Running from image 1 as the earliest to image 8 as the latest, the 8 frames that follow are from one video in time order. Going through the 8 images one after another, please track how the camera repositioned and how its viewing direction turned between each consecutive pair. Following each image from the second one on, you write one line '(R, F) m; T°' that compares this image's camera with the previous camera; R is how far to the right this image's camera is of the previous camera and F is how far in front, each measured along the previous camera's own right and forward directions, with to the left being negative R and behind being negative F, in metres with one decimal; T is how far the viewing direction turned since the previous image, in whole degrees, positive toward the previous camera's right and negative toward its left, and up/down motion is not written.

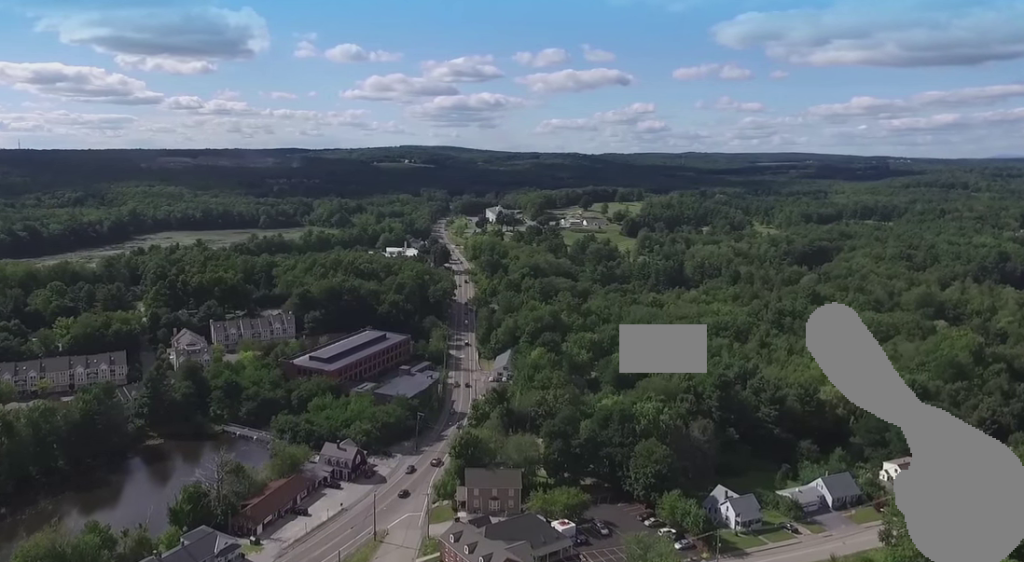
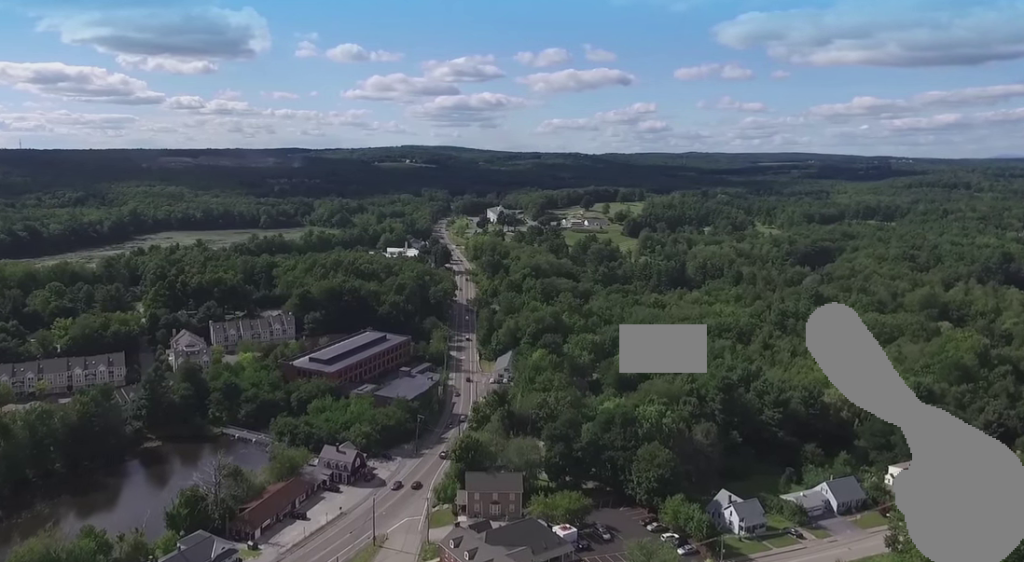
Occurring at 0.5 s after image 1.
(0.0, +2.1) m; 0°
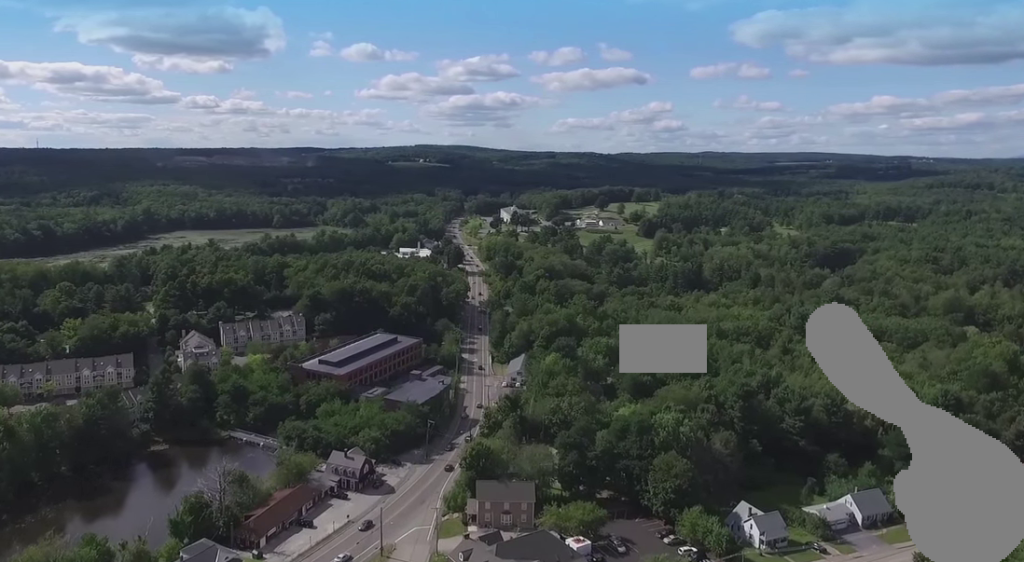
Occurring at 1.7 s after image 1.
(0.0, +5.0) m; -1°
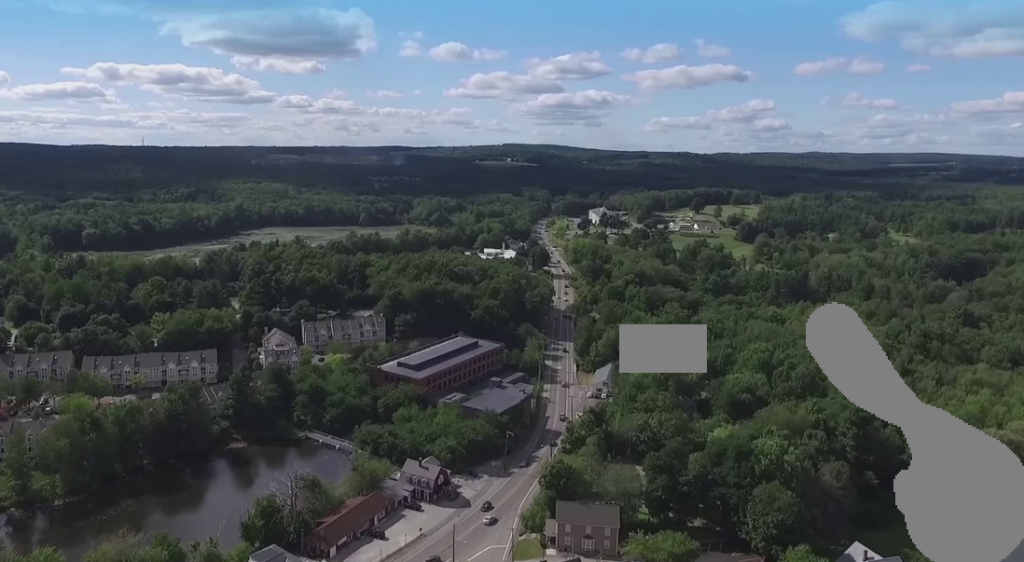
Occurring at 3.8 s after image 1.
(-0.4, +7.8) m; -9°
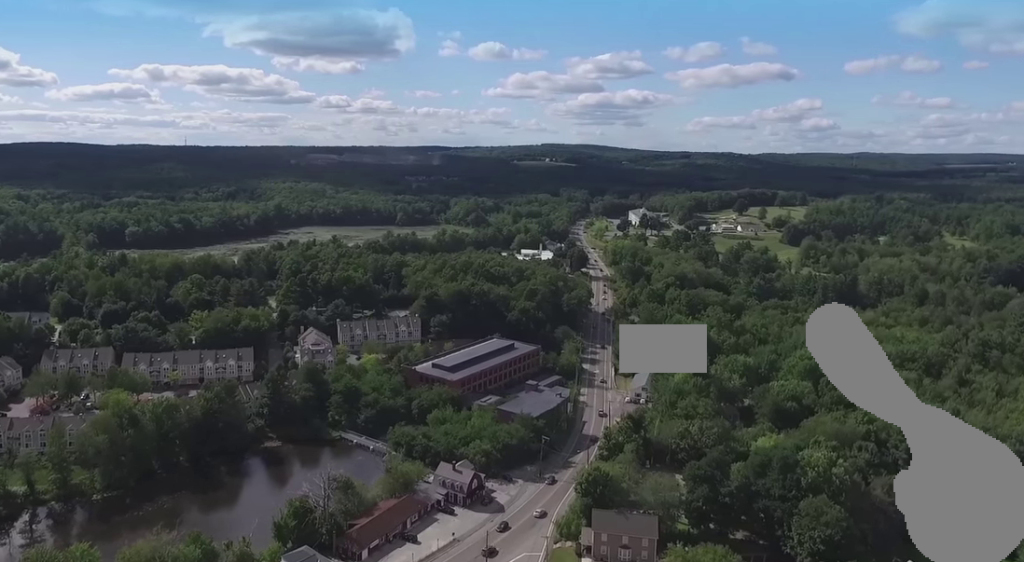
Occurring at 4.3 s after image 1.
(-0.1, +2.1) m; -3°
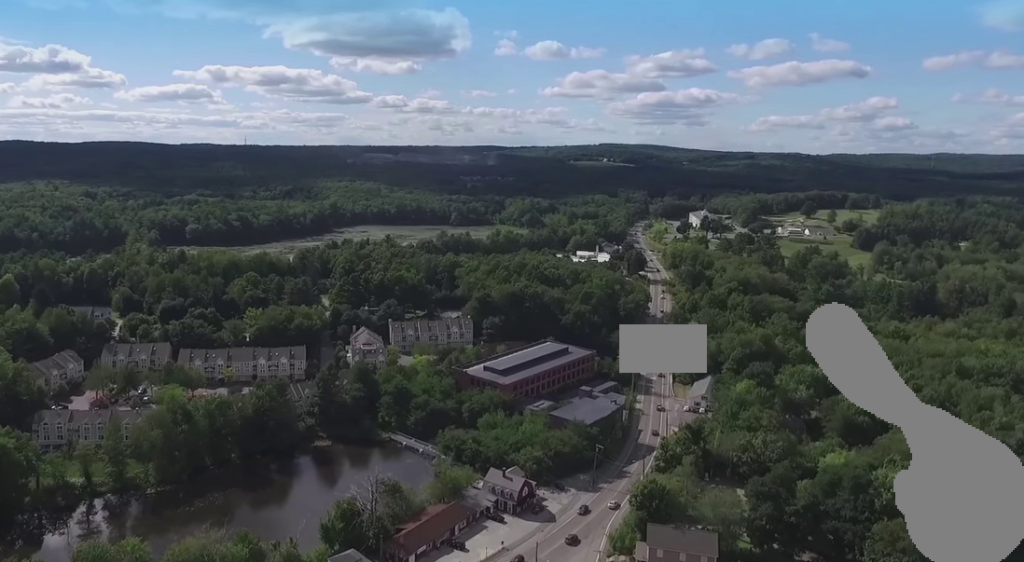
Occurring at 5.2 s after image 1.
(-0.1, +3.3) m; -4°
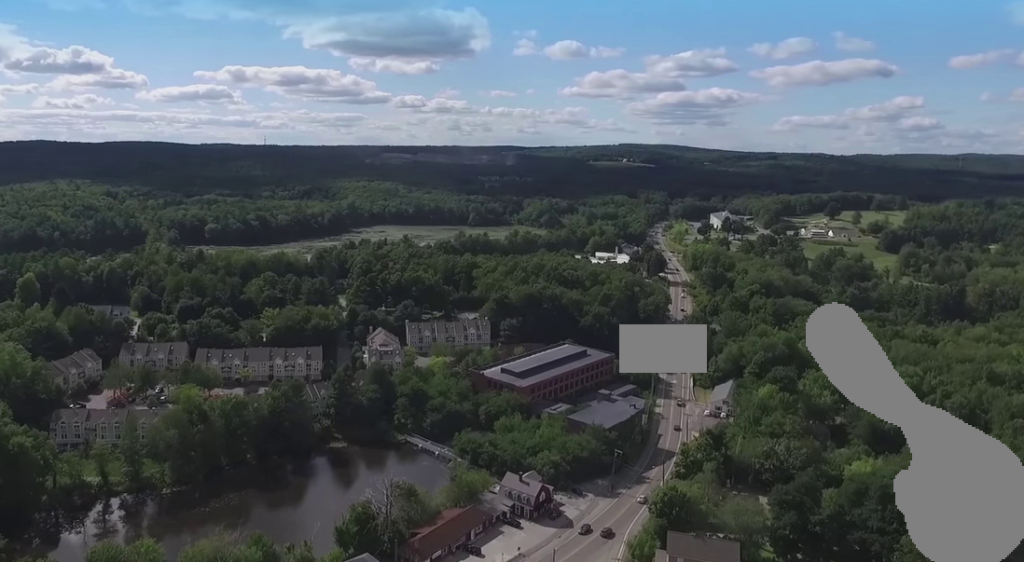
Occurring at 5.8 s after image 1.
(0.0, +2.1) m; -2°
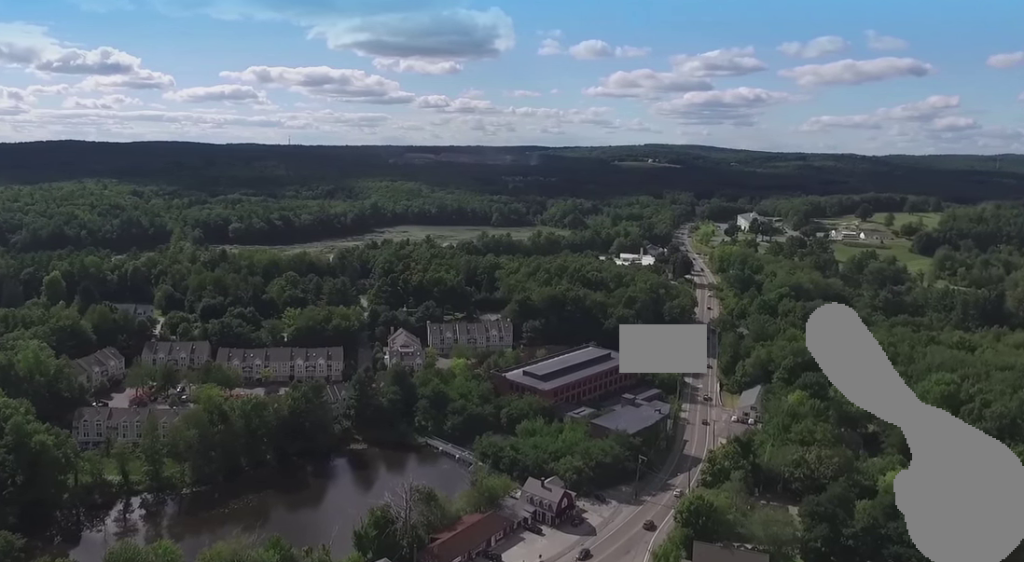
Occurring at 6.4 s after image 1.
(-0.1, +2.3) m; -4°
